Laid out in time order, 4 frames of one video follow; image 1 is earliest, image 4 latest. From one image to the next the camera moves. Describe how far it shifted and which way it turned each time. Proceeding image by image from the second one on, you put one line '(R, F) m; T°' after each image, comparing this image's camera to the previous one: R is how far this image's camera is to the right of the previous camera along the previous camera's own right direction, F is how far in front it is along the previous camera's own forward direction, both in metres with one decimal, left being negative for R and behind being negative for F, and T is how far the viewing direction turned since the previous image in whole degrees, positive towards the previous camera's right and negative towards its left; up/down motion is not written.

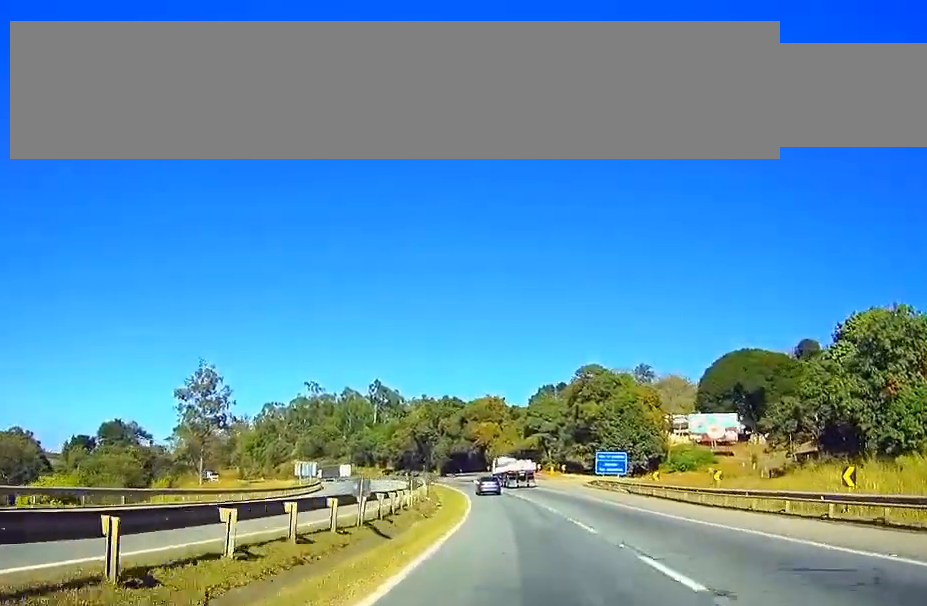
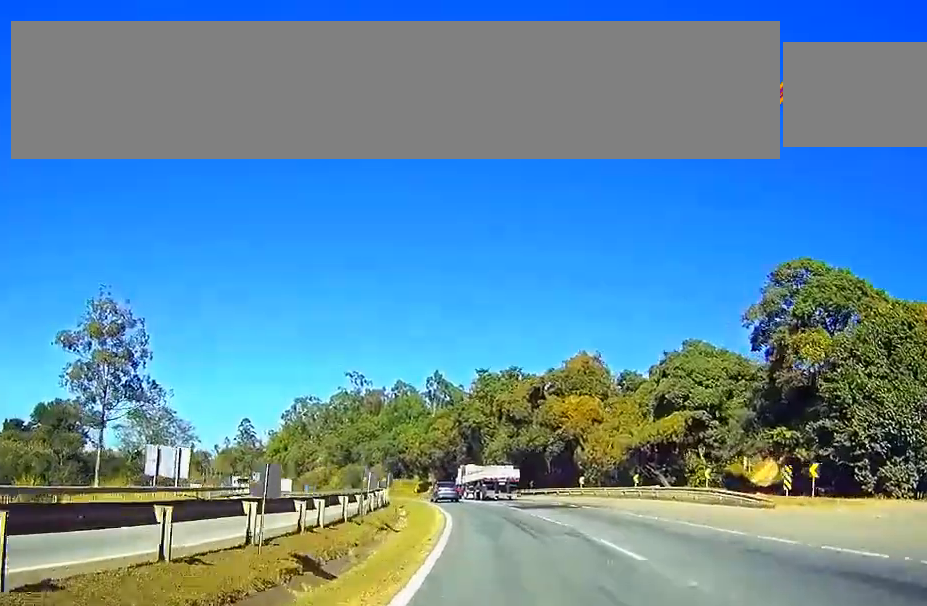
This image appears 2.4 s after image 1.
(-3.7, +70.1) m; -3°
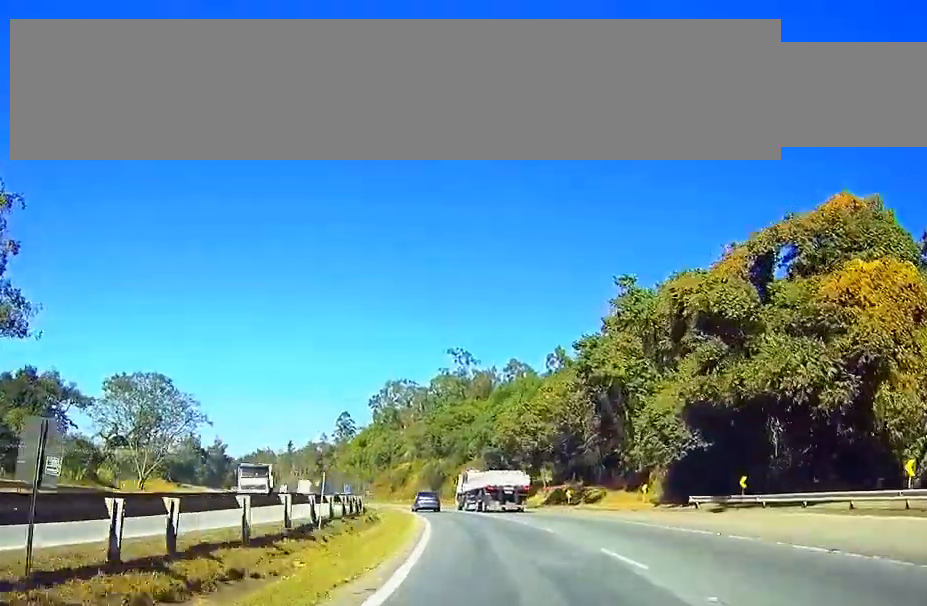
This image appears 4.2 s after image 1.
(0.0, +50.9) m; 0°
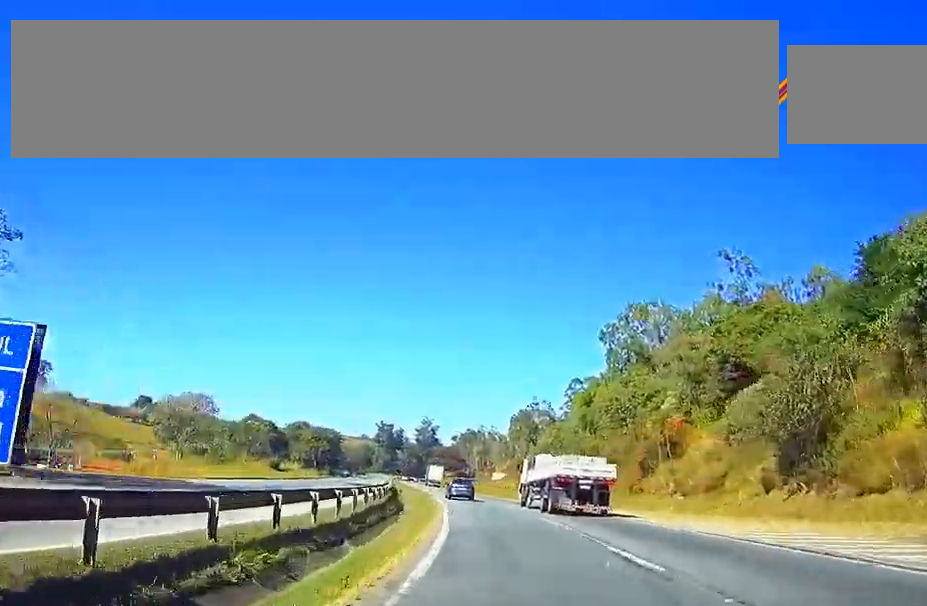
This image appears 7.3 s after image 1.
(0.0, +85.1) m; 0°
